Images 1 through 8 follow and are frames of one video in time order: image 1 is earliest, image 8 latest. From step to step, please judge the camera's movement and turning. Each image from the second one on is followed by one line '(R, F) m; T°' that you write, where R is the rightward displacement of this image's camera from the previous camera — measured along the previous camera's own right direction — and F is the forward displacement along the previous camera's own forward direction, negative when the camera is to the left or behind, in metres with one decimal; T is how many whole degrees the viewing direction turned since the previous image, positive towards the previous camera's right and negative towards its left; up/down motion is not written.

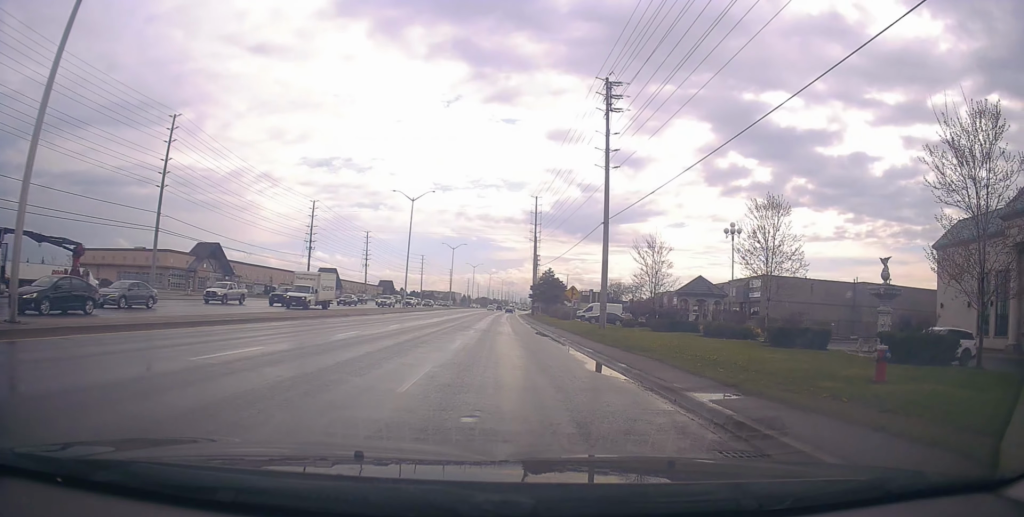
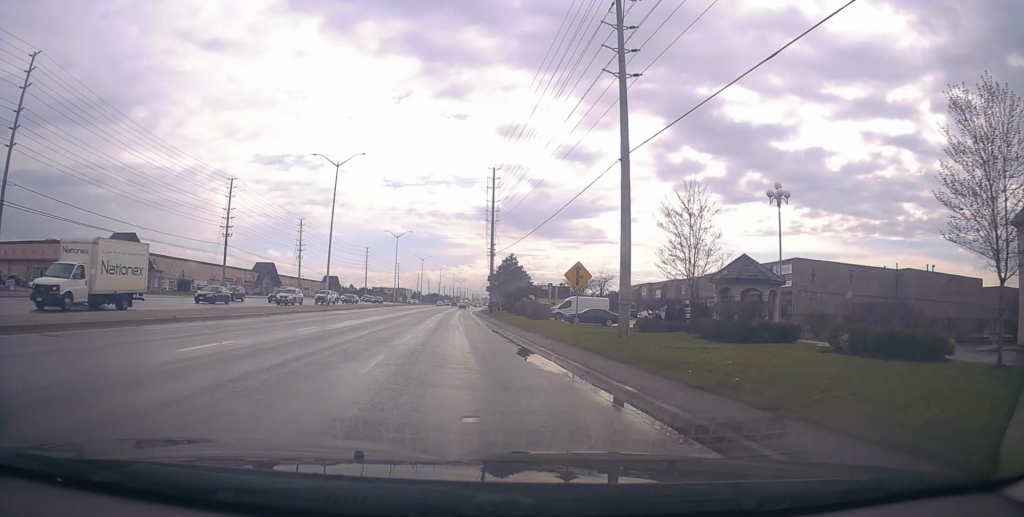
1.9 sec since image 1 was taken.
(+1.9, +16.7) m; +5°
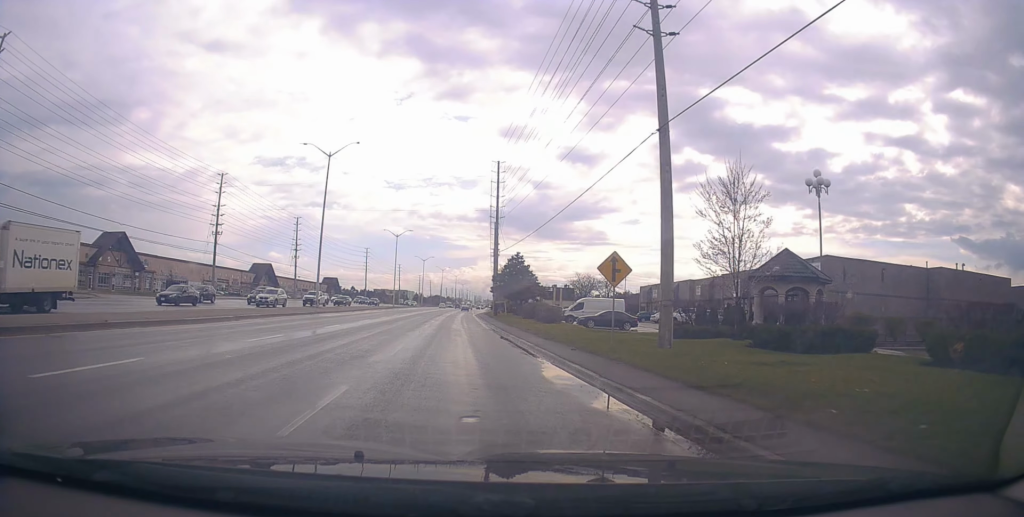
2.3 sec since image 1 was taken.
(-0.1, +4.6) m; -1°
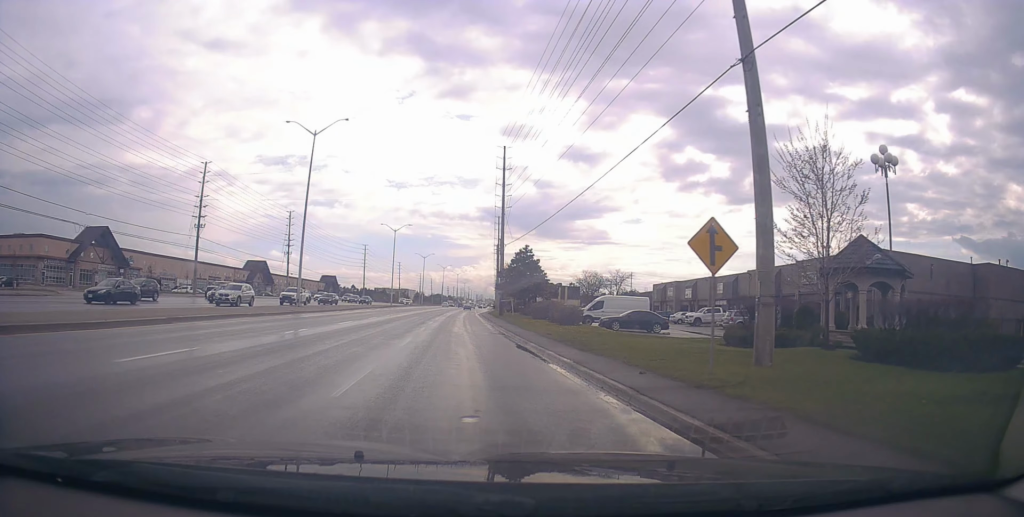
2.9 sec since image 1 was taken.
(0.0, +6.1) m; 0°
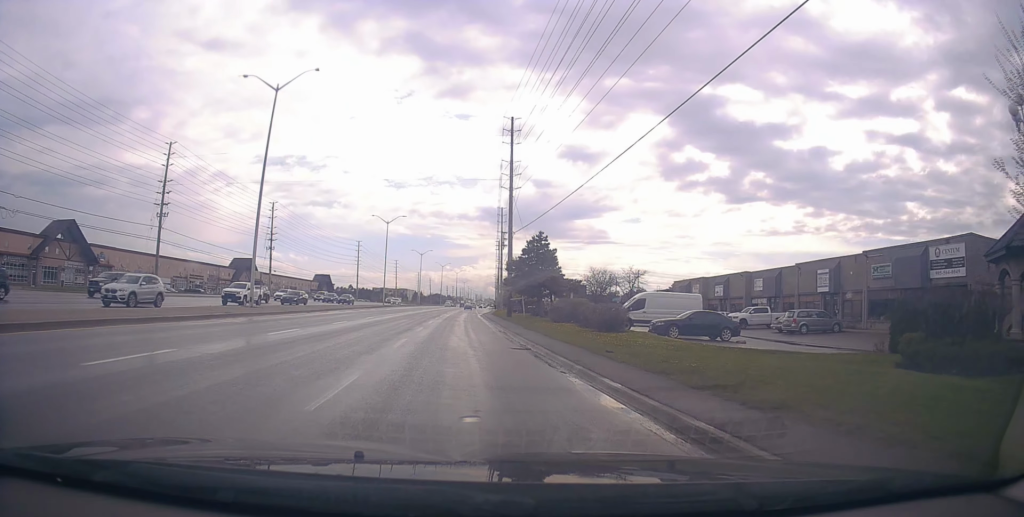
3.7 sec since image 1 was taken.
(0.0, +9.9) m; +1°
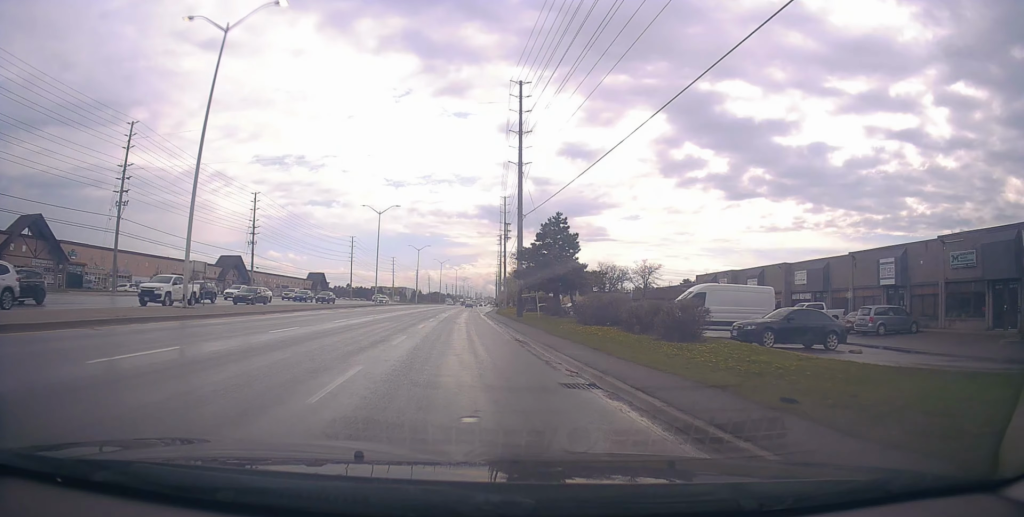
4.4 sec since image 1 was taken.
(+0.2, +8.8) m; +1°
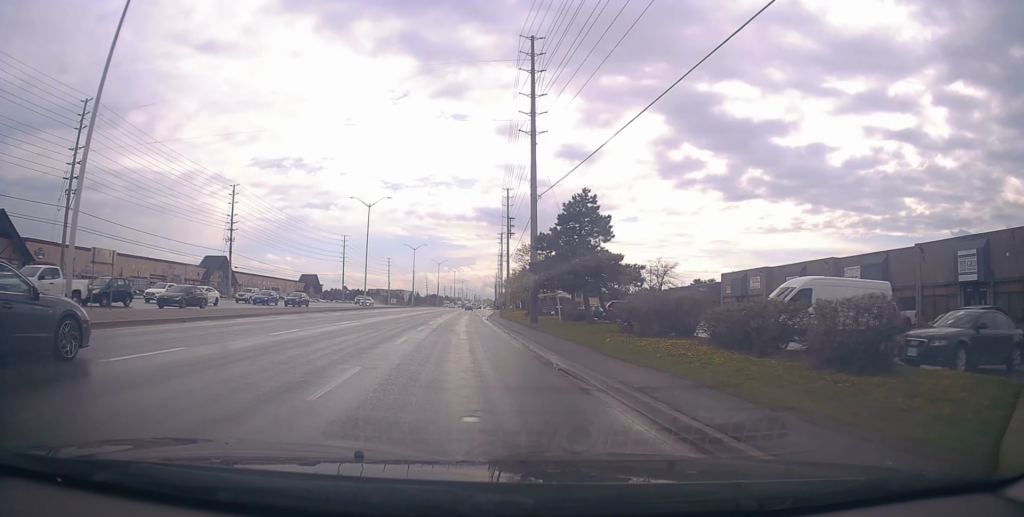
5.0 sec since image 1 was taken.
(0.0, +8.7) m; 0°
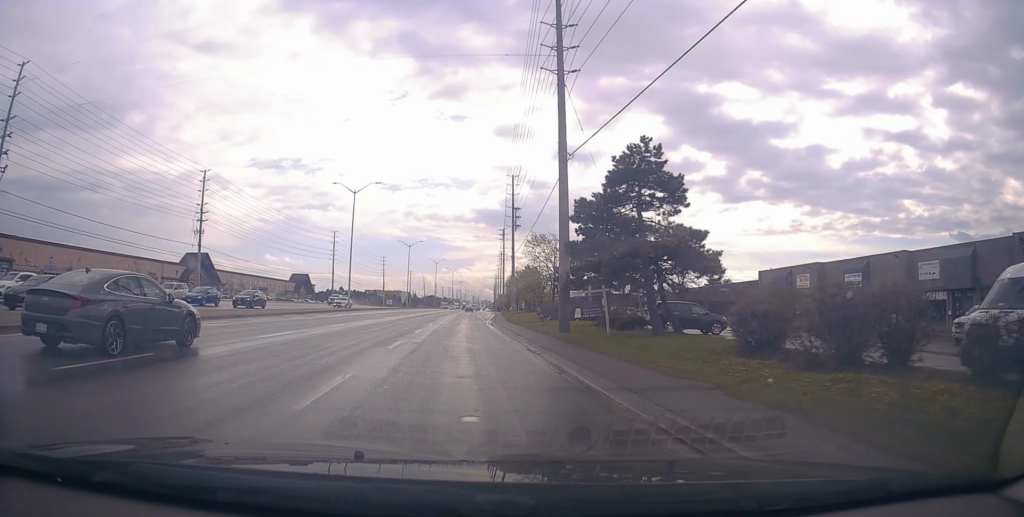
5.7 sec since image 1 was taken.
(0.0, +9.7) m; -1°
